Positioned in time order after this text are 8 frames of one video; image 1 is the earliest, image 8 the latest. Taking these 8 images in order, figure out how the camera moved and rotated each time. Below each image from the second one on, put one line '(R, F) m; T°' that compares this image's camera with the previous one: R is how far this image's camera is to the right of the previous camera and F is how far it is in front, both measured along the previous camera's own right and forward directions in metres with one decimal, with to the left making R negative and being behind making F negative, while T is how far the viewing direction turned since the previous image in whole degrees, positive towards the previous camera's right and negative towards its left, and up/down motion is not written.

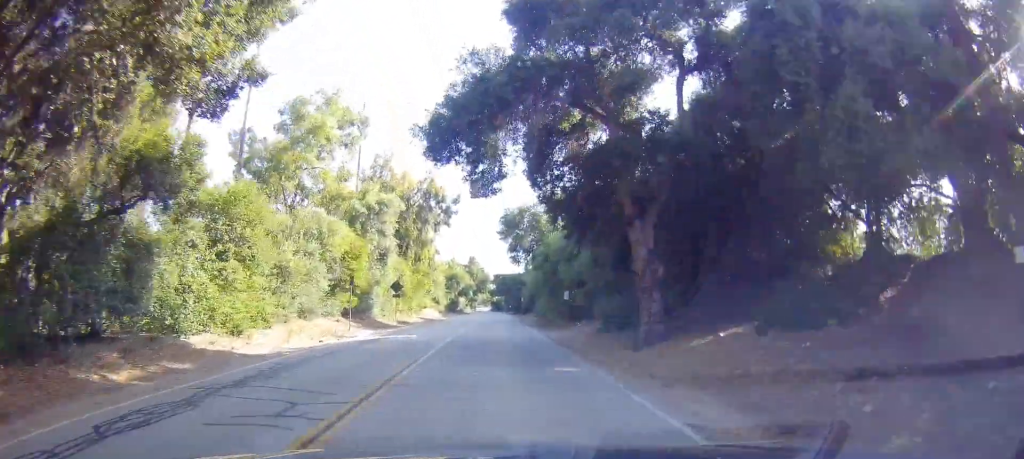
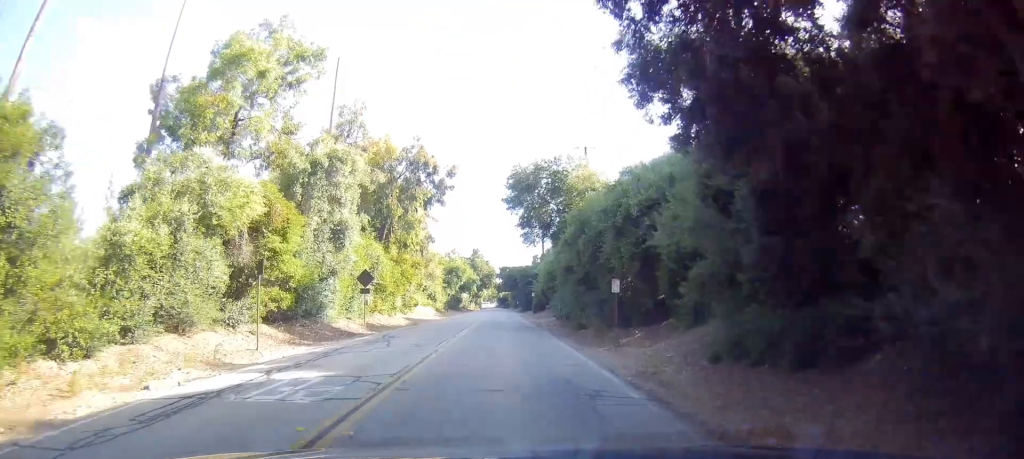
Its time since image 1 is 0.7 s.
(-0.6, +11.8) m; -2°
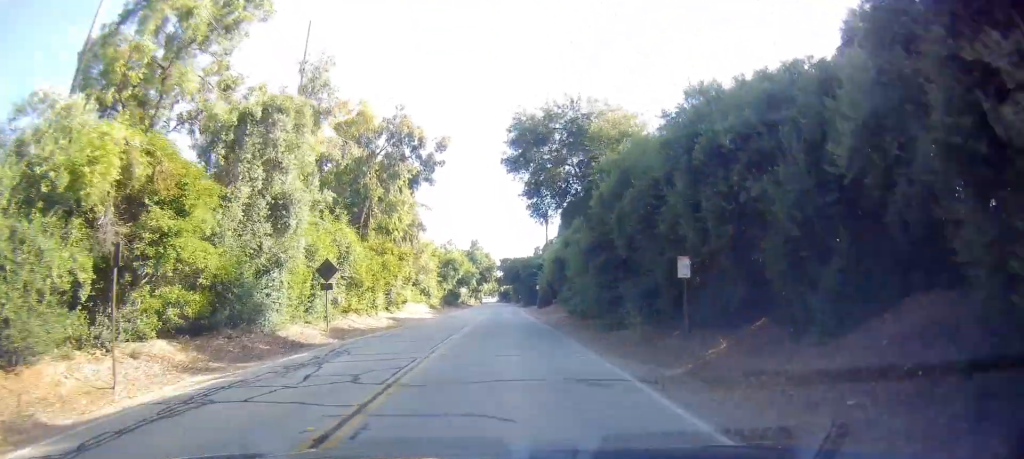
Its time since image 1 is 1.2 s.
(+0.1, +7.8) m; 0°
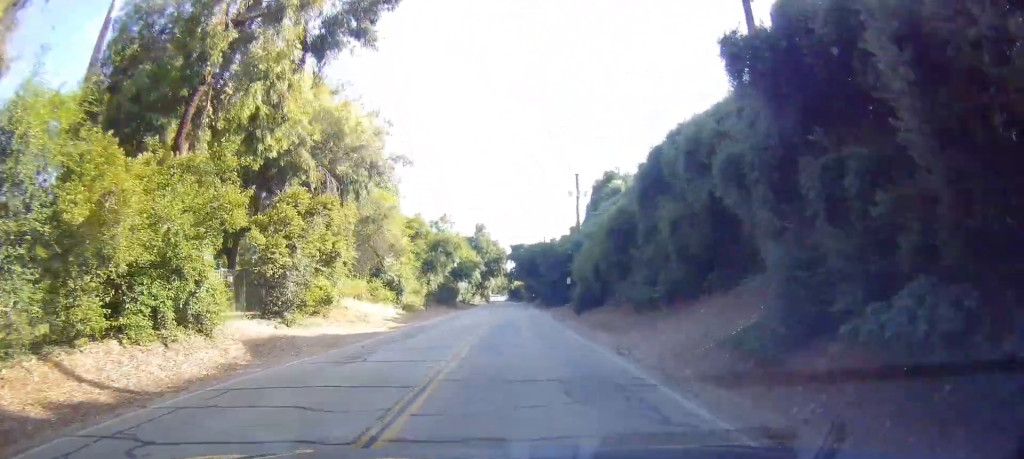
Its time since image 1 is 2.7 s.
(+0.2, +24.1) m; +2°
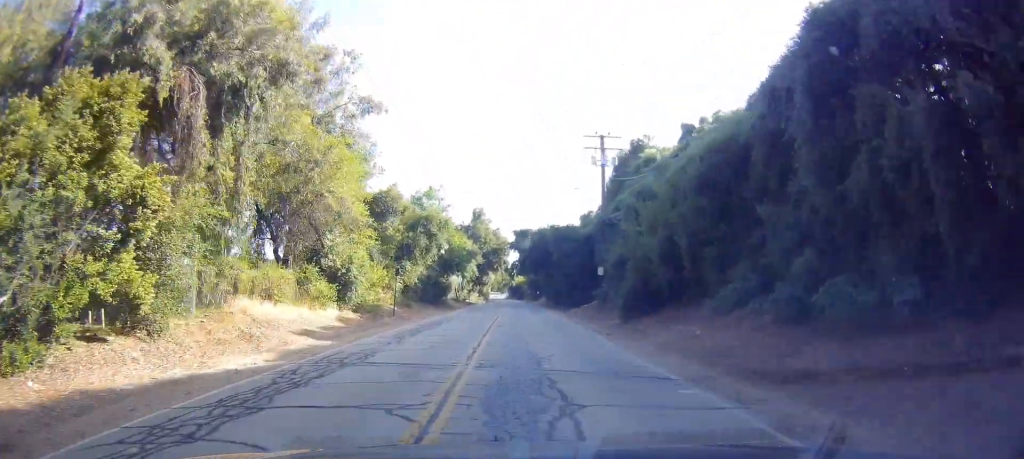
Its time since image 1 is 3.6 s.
(+0.3, +14.6) m; -1°
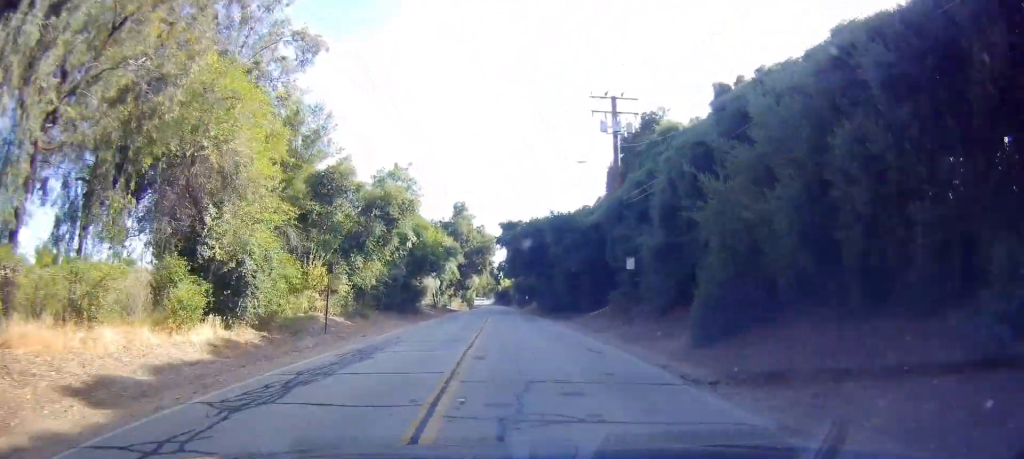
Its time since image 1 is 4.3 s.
(-0.3, +10.7) m; +5°
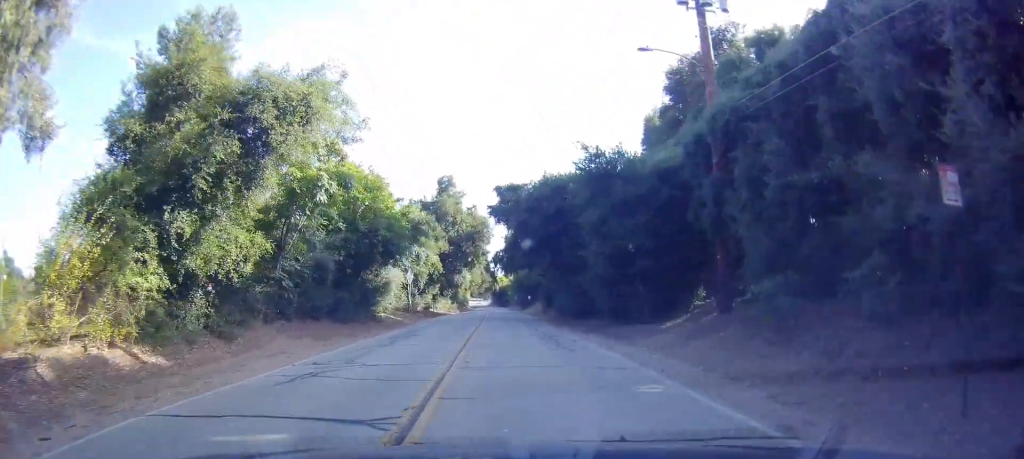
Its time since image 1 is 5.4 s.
(+1.6, +15.4) m; -1°
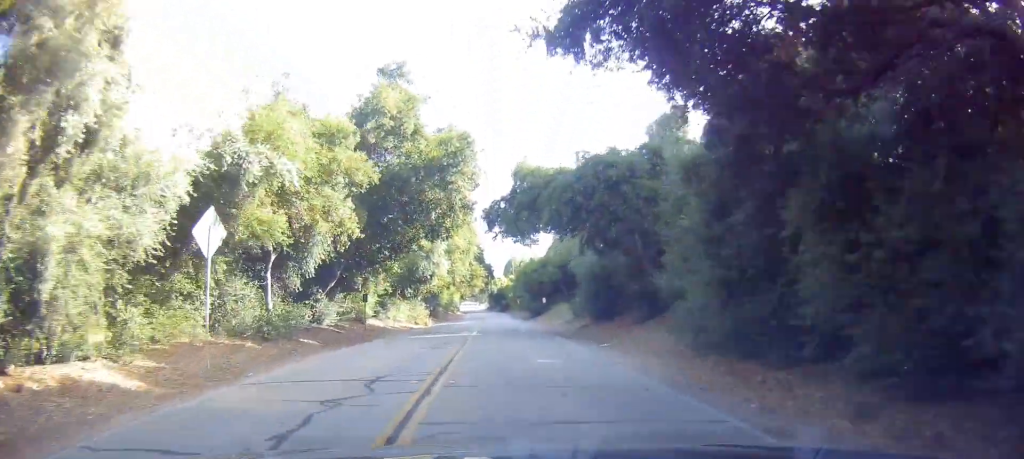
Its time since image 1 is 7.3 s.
(-4.6, +30.8) m; -6°
